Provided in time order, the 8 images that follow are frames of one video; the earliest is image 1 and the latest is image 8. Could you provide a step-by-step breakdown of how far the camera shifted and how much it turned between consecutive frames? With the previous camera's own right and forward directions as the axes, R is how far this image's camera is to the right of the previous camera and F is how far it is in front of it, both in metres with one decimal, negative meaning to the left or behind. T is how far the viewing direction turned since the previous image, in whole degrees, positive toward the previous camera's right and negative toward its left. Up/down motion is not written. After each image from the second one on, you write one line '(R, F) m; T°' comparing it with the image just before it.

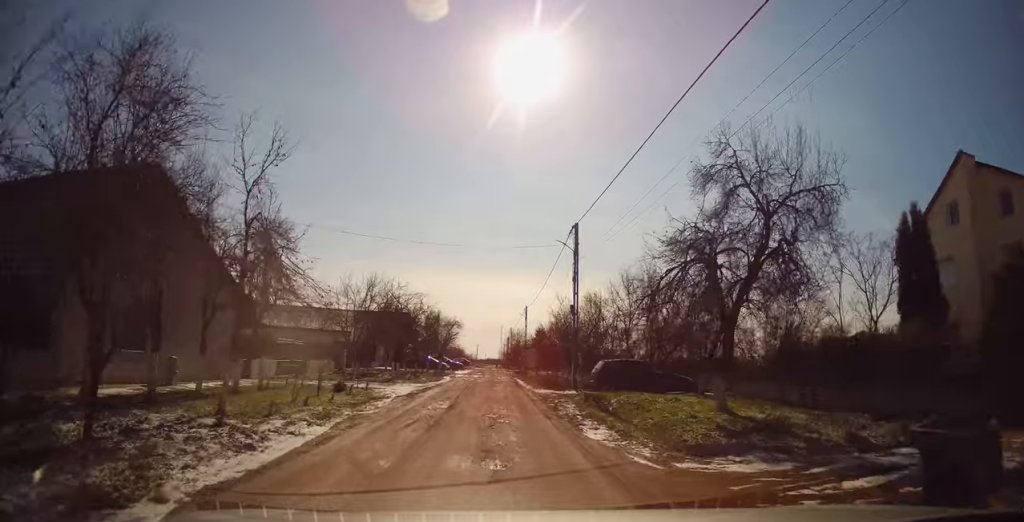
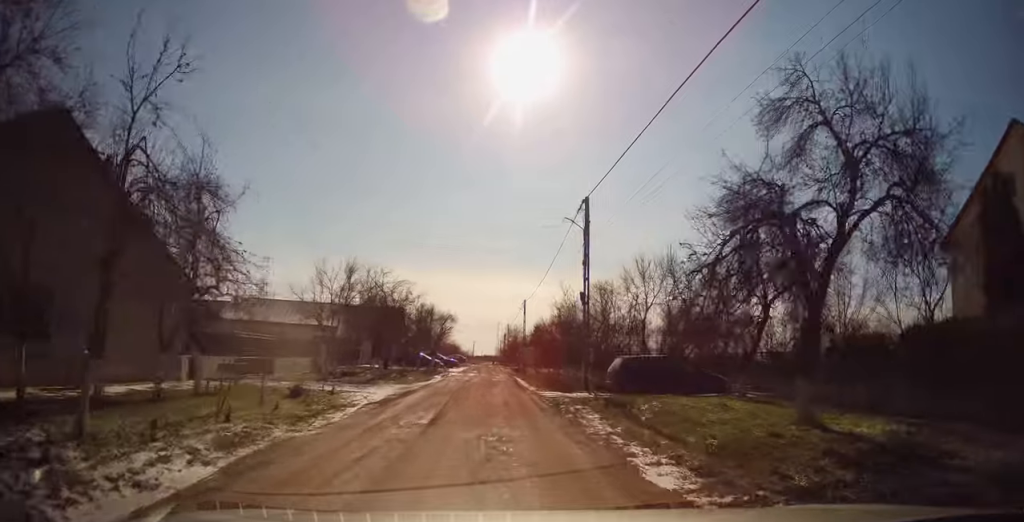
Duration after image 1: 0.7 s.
(-0.1, +3.8) m; 0°
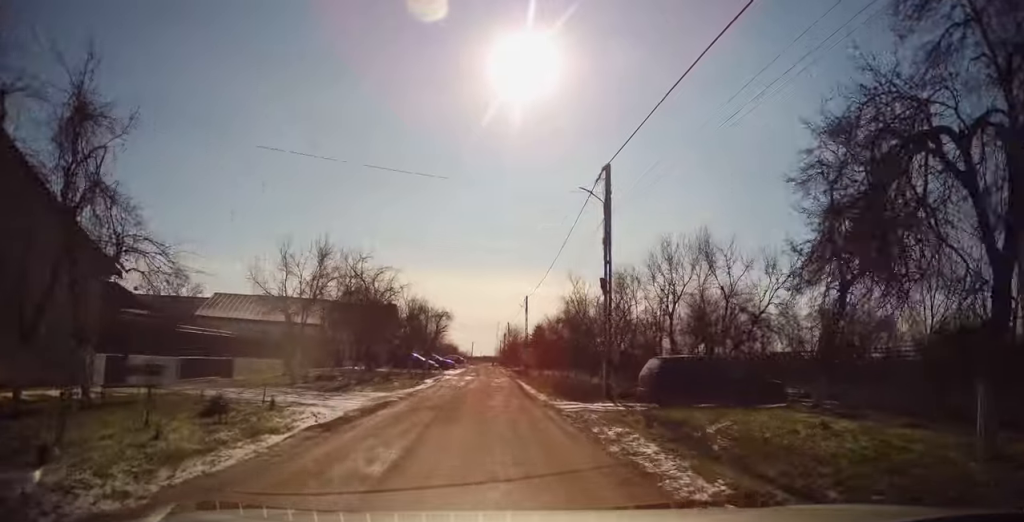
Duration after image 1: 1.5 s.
(-0.1, +4.3) m; +3°
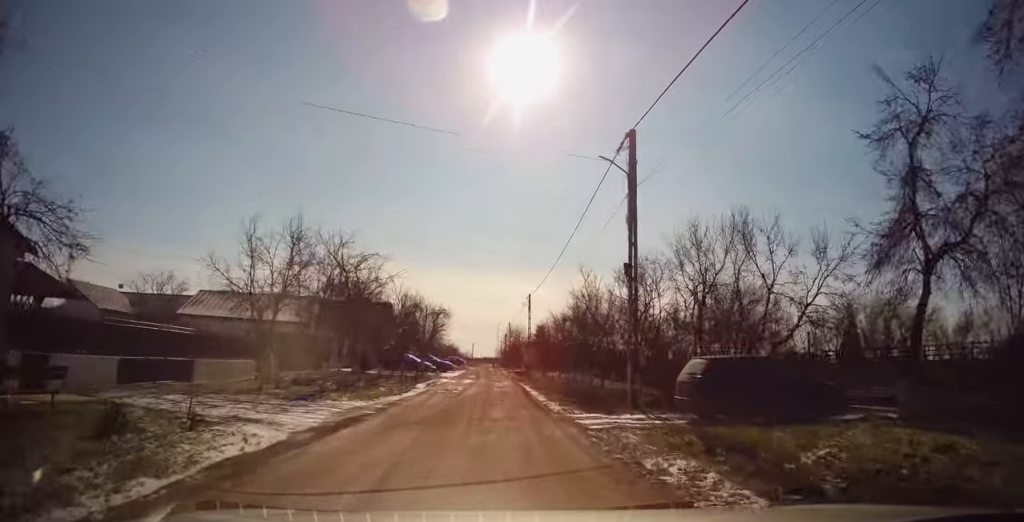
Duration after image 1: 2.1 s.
(+0.3, +3.2) m; 0°
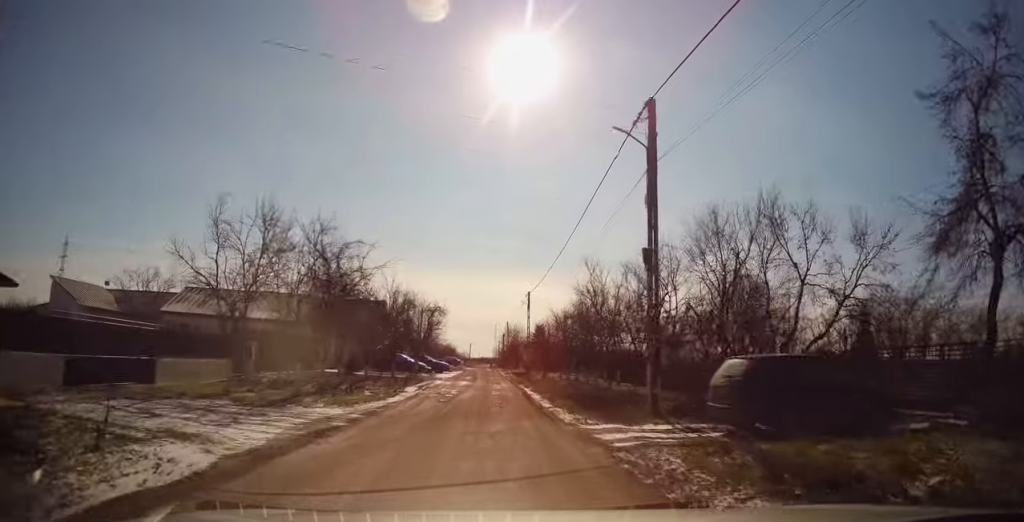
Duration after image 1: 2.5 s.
(+0.1, +2.1) m; 0°
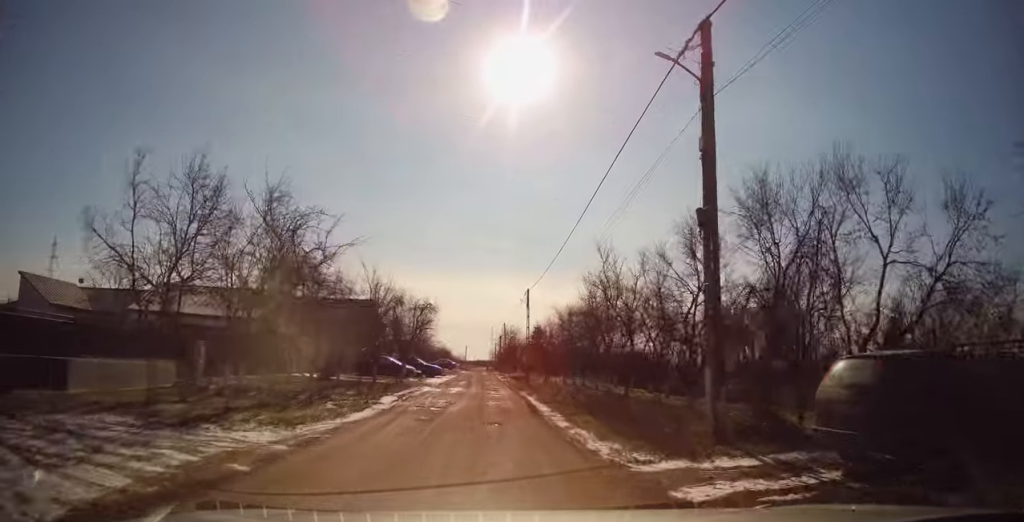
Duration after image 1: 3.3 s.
(-0.3, +3.7) m; -4°
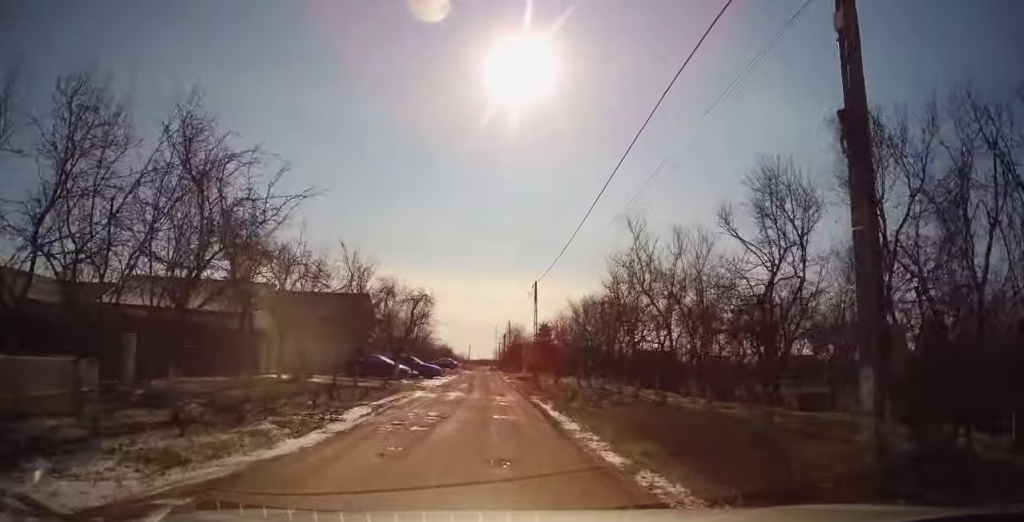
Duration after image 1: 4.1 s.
(0.0, +4.1) m; +3°
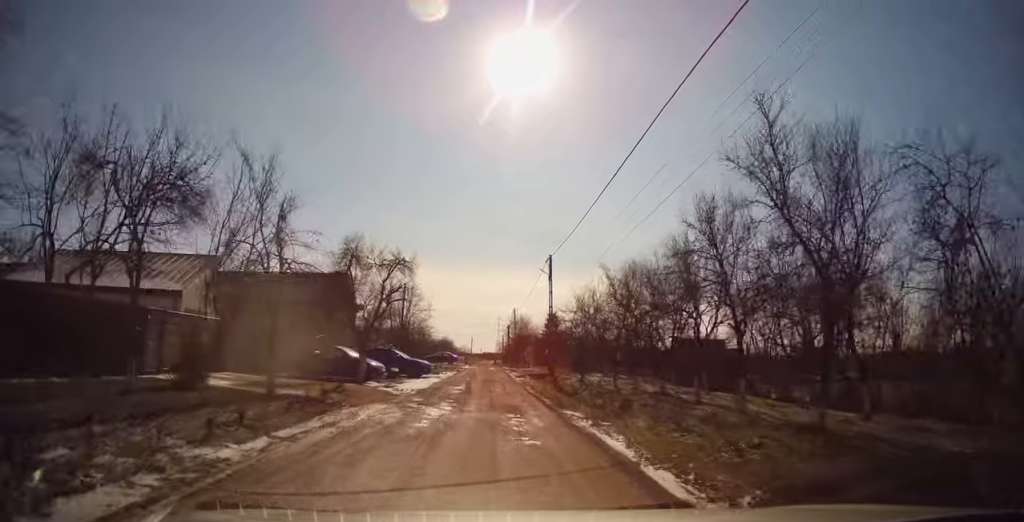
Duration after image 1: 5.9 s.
(+0.3, +8.5) m; -1°
